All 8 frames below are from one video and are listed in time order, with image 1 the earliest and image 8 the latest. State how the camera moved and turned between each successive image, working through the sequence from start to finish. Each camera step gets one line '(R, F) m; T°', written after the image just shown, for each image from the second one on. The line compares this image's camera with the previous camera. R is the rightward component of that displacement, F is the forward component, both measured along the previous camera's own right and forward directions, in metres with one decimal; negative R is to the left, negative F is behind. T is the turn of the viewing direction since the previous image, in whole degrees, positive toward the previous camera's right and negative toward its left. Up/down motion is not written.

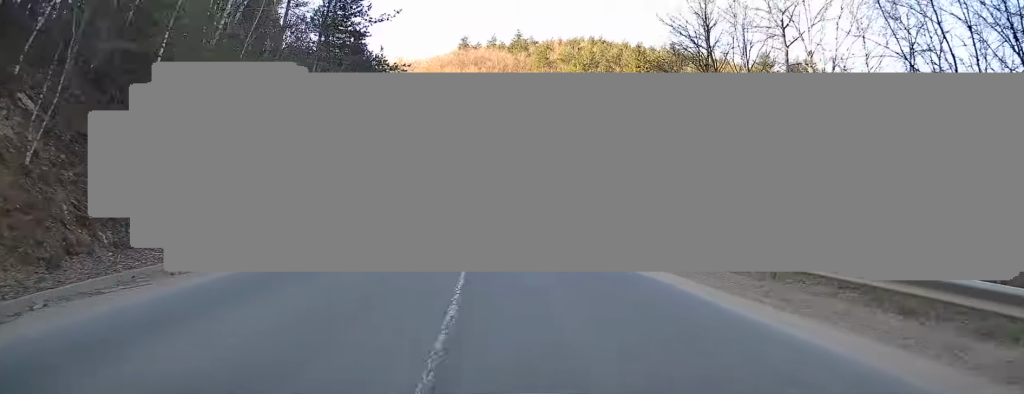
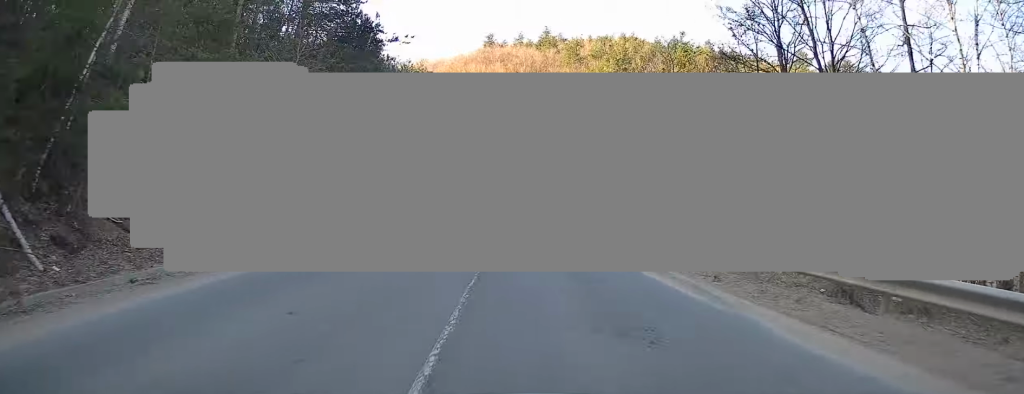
(-0.1, +7.0) m; -2°
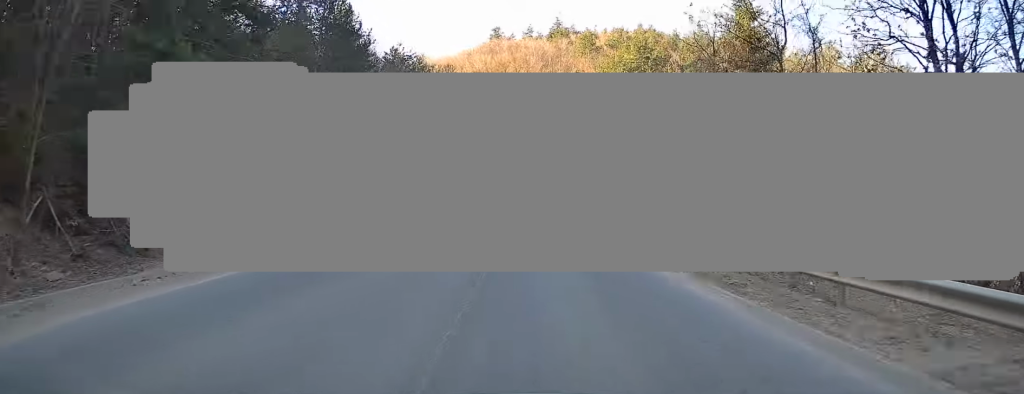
(-0.4, +11.0) m; -1°
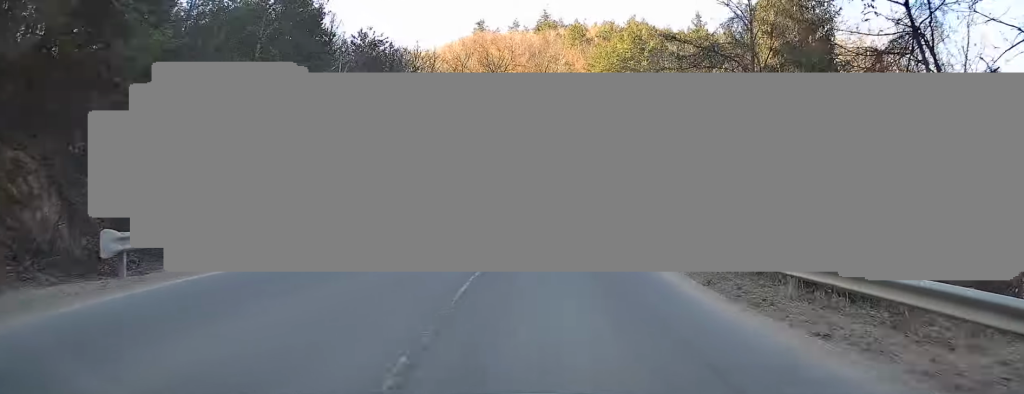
(-0.2, +6.8) m; +1°
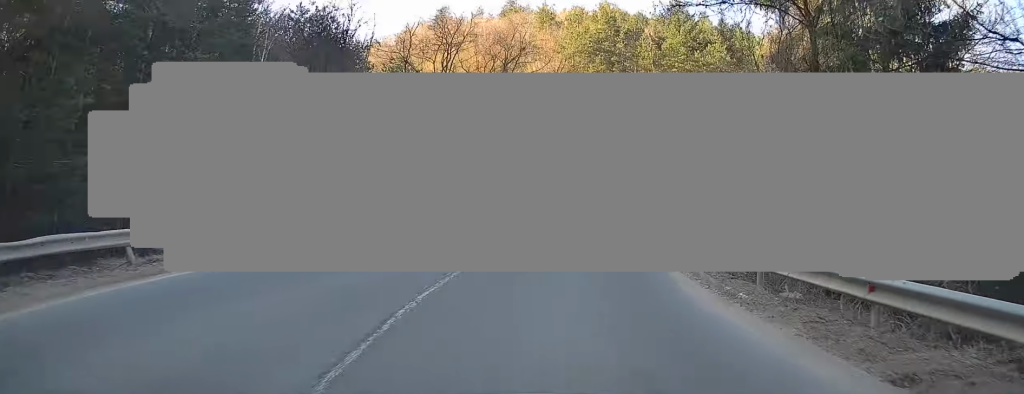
(+0.3, +7.0) m; +3°
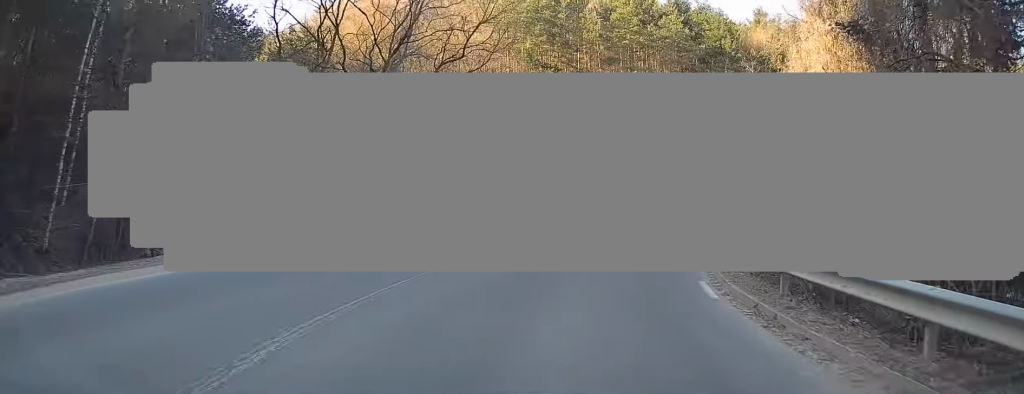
(+0.4, +9.7) m; +7°
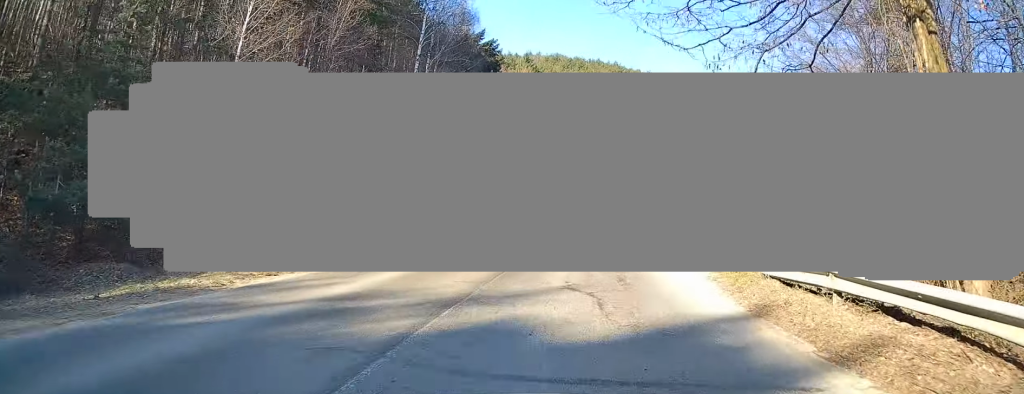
(+13.0, +36.6) m; +37°
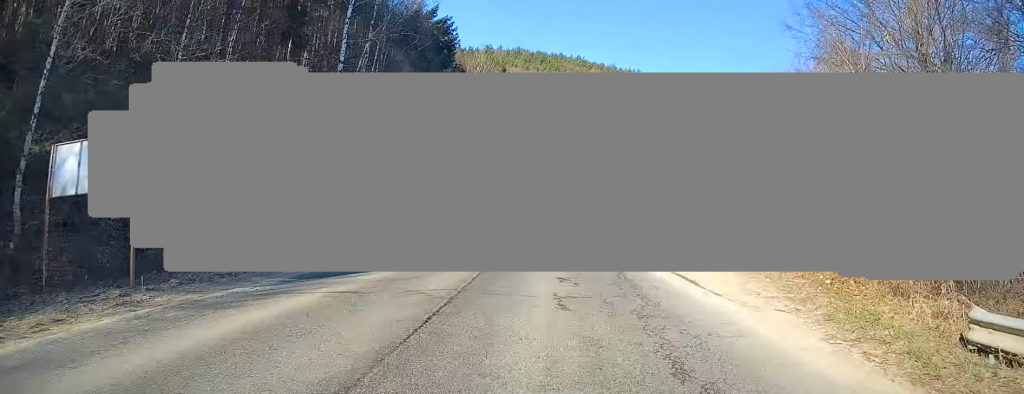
(+0.3, +6.9) m; +5°
